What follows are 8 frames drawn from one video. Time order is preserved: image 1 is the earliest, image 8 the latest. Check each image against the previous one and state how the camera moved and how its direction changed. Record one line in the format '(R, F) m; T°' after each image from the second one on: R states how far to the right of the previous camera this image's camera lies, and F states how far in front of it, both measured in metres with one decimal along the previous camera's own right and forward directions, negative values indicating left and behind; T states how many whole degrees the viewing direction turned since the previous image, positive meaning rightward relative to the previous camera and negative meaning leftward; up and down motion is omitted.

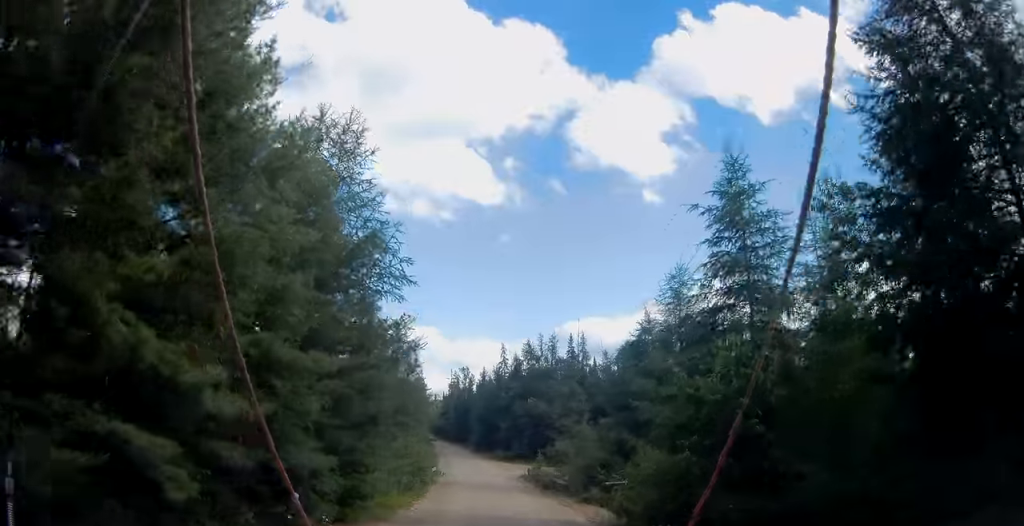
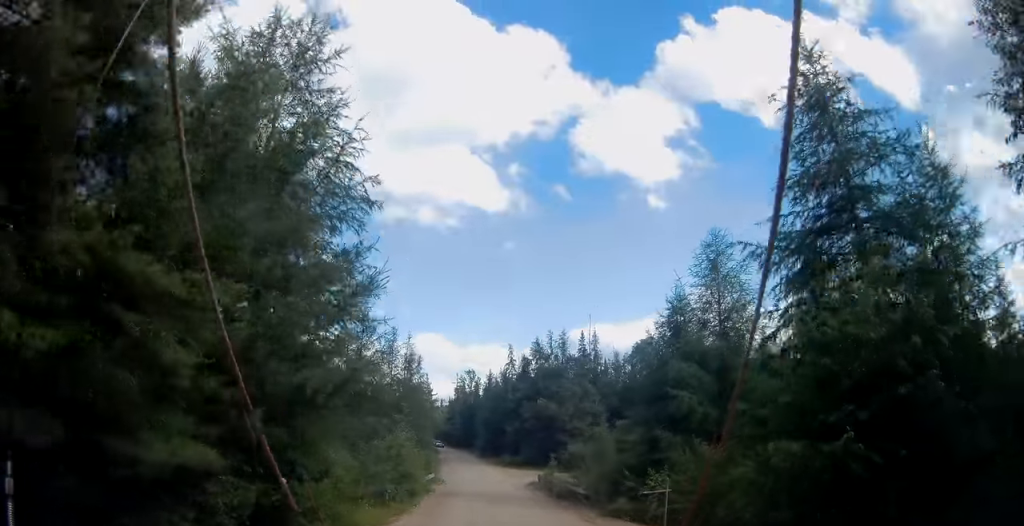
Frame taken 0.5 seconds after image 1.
(-0.4, +5.5) m; -1°
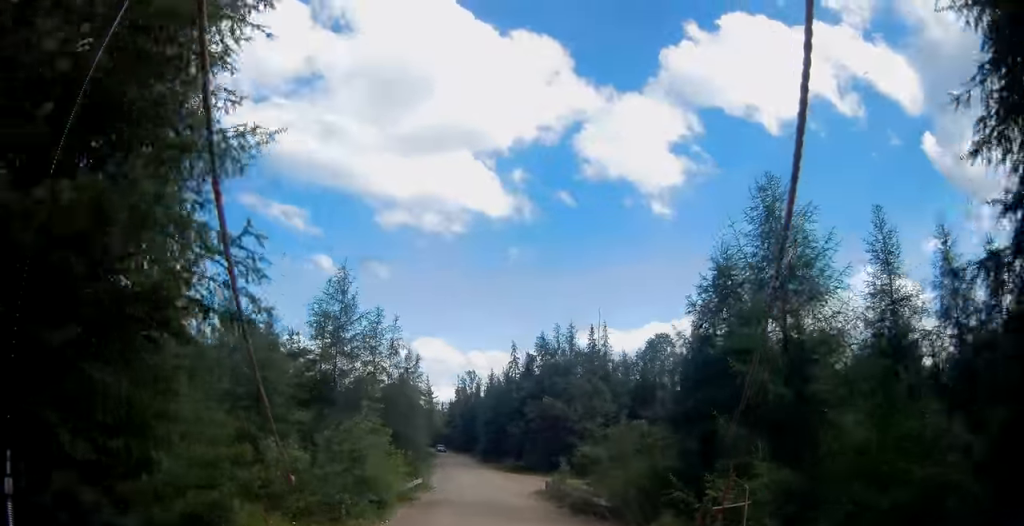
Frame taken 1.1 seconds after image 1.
(+0.1, +6.2) m; +1°
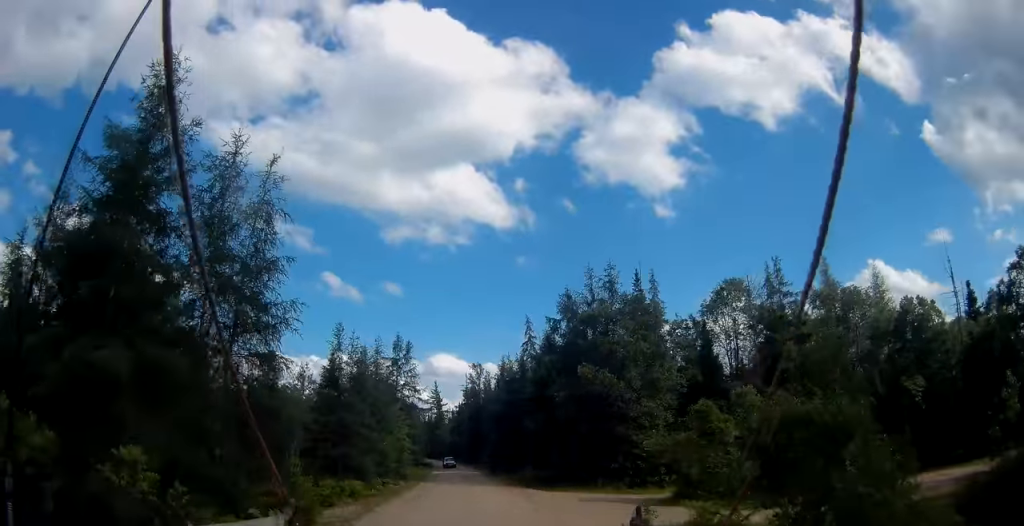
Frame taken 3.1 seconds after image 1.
(+0.7, +23.3) m; 0°
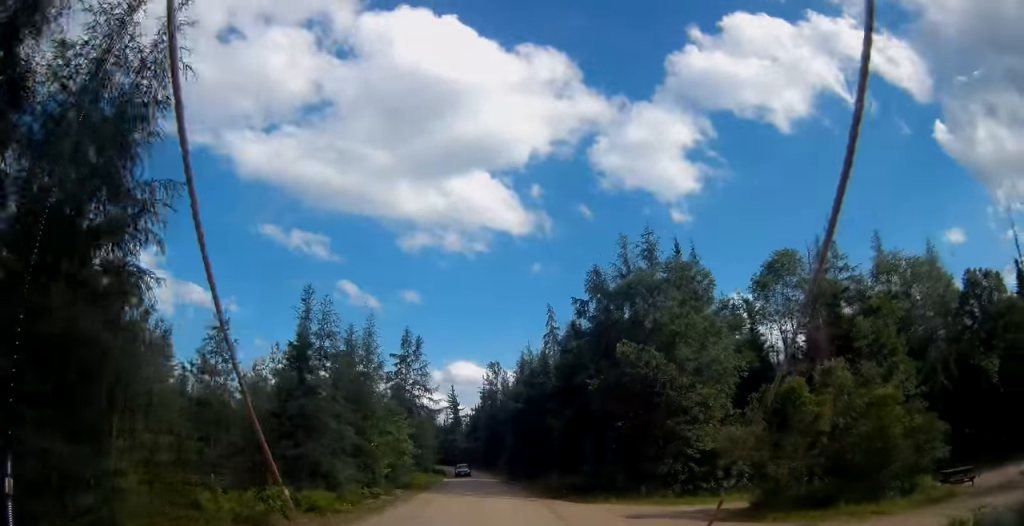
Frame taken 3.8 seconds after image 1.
(+0.1, +8.2) m; -2°
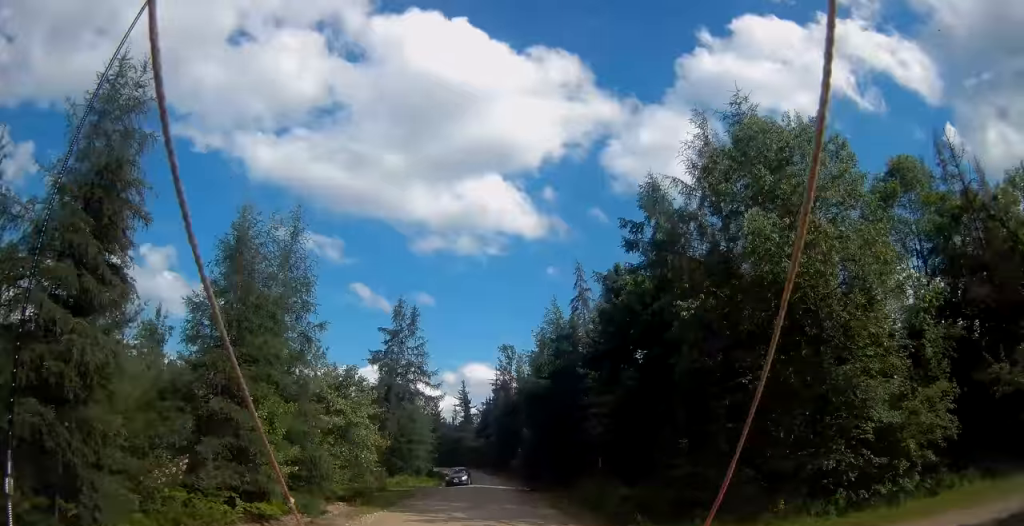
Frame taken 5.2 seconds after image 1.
(-0.7, +16.0) m; -2°
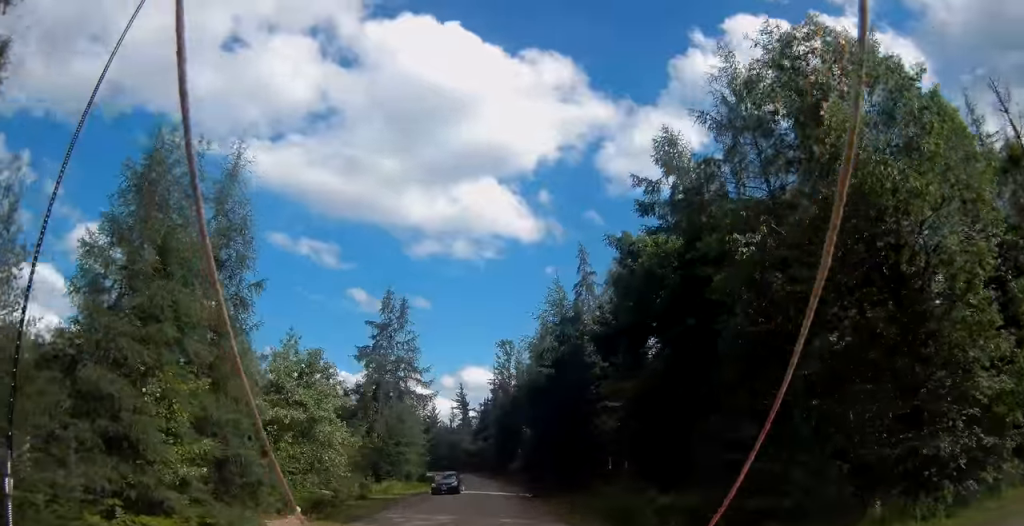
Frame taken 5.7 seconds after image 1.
(+0.1, +5.2) m; +1°
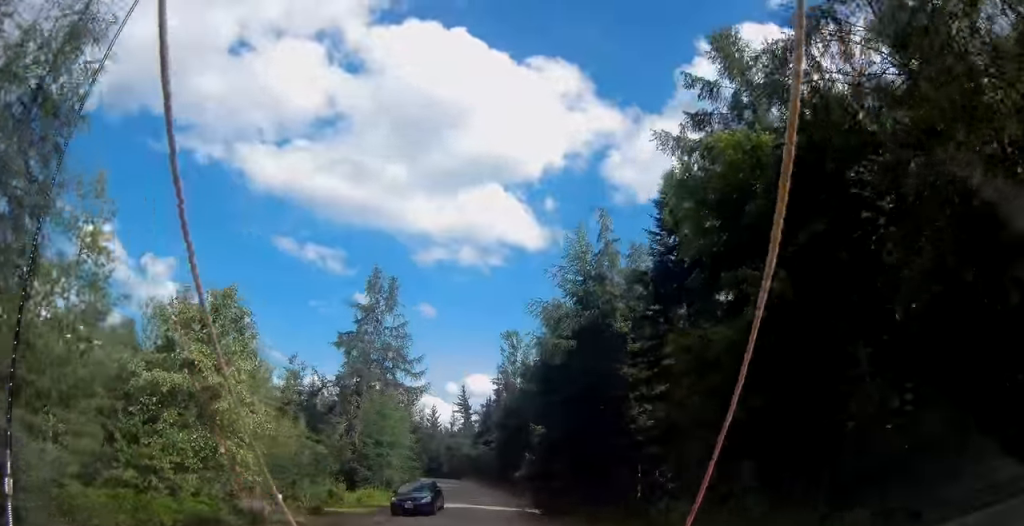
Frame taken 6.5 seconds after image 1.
(0.0, +8.6) m; -1°
